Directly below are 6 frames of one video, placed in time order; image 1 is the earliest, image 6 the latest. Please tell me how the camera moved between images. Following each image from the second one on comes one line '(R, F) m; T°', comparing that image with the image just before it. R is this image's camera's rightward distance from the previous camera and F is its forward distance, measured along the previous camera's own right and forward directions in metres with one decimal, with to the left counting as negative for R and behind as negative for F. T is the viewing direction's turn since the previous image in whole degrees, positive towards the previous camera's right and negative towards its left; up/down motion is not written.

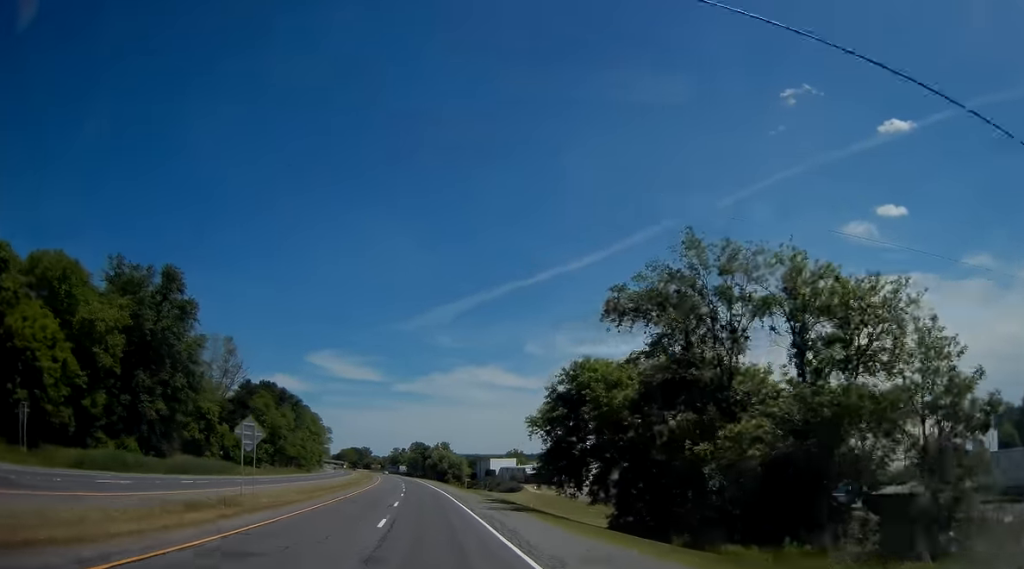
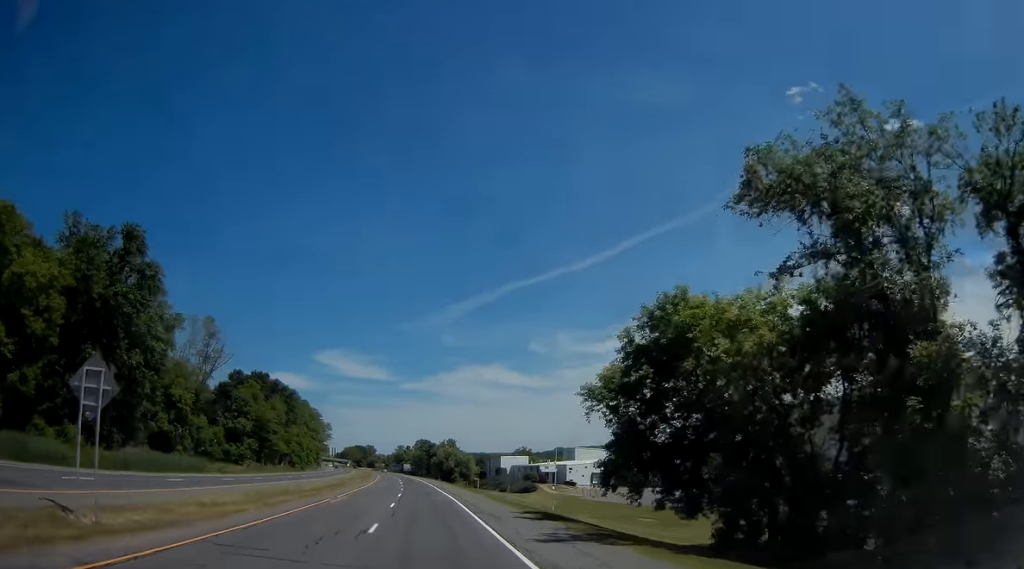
(-0.1, +14.7) m; 0°
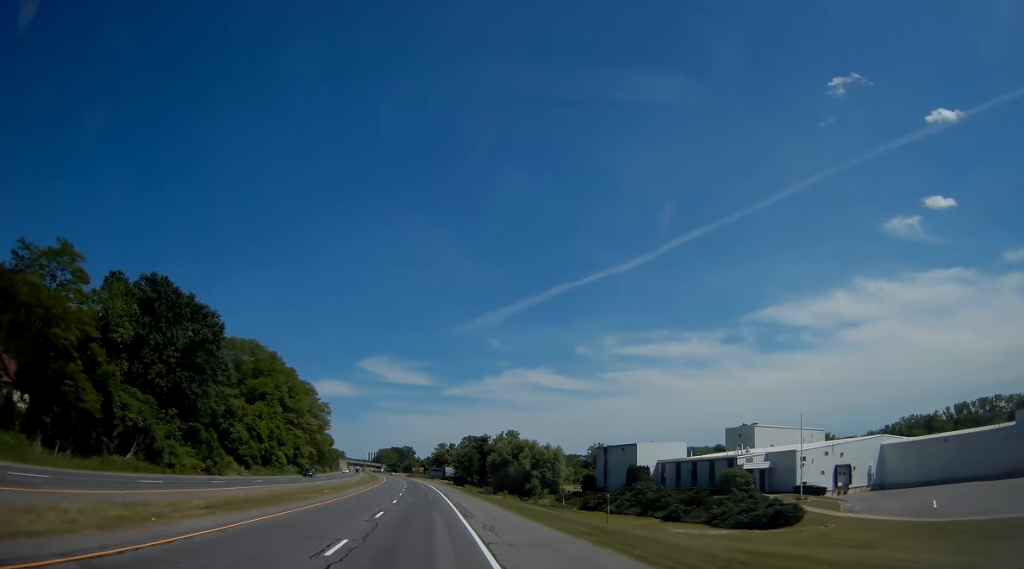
(-2.9, +90.2) m; -3°
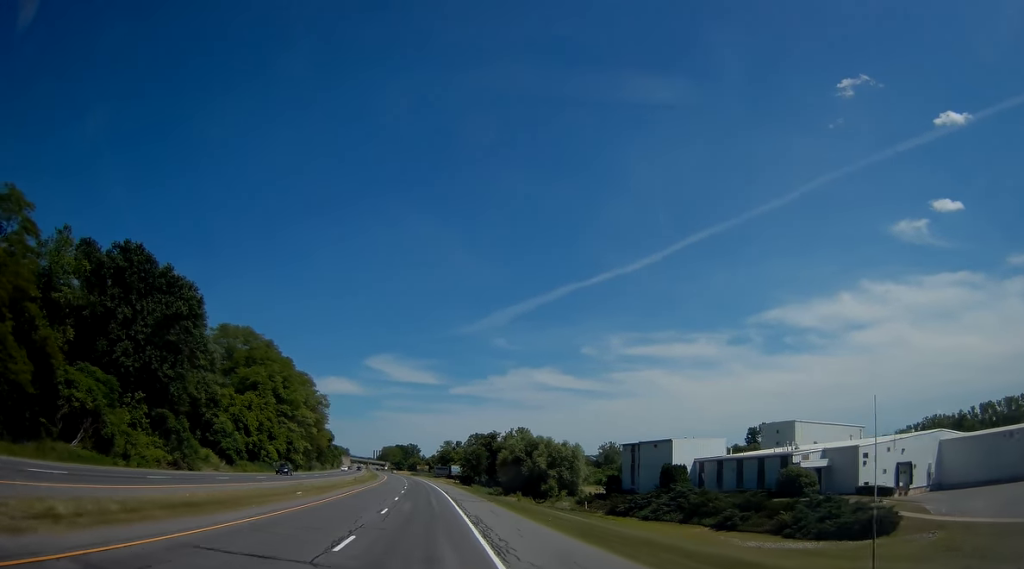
(0.0, +11.3) m; 0°
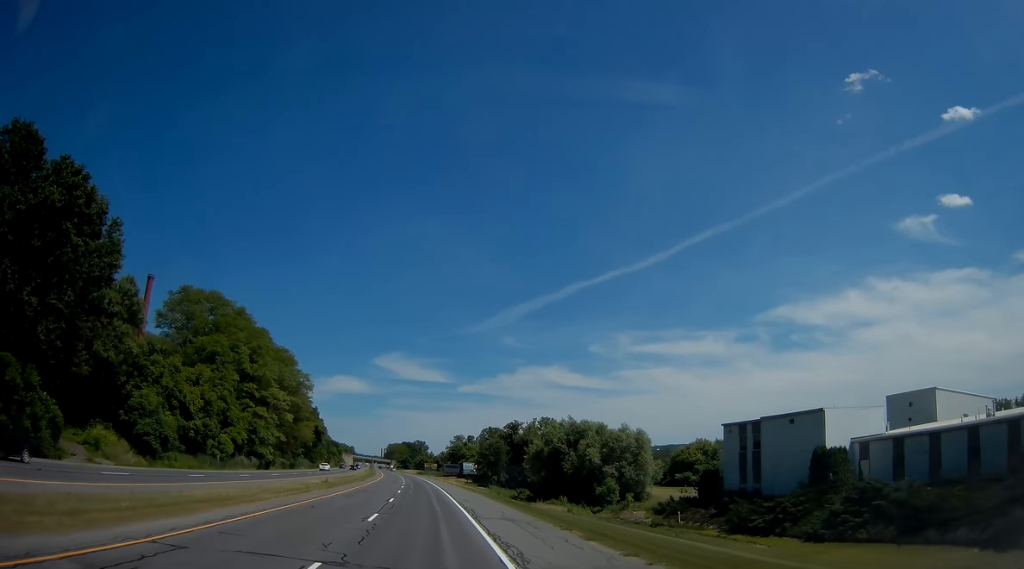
(-0.4, +30.4) m; -2°
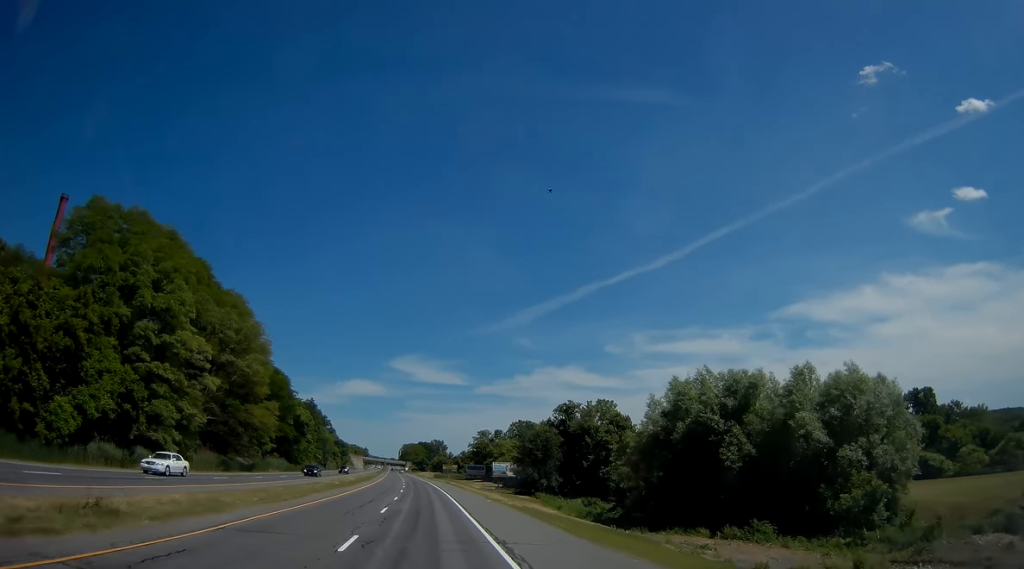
(-0.9, +44.3) m; -2°
